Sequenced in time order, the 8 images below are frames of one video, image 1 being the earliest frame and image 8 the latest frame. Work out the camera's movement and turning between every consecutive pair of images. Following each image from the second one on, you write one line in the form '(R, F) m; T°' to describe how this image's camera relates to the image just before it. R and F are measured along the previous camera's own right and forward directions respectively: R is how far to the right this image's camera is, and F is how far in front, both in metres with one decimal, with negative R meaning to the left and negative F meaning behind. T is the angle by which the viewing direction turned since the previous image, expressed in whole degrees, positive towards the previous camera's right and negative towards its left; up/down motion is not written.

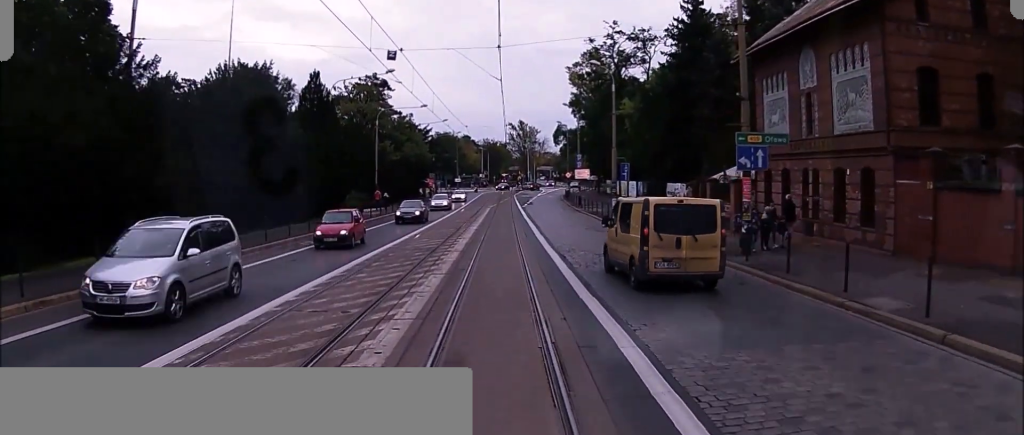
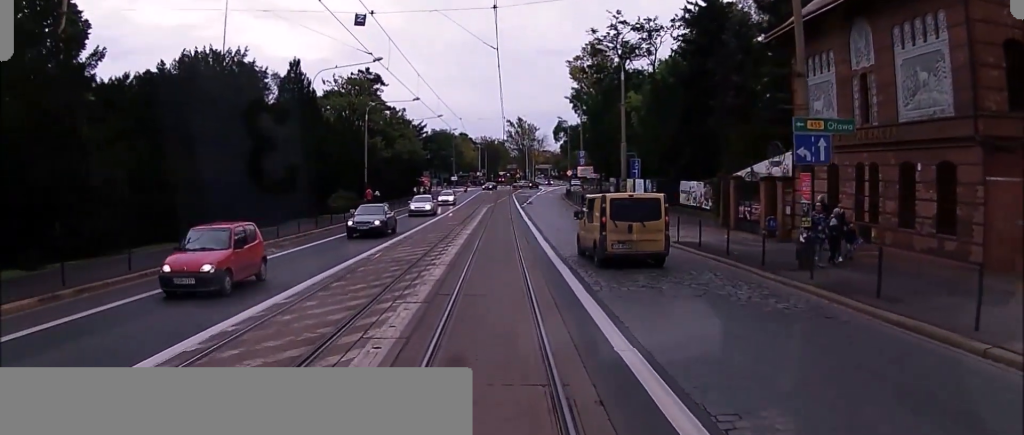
(0.0, +3.8) m; +1°
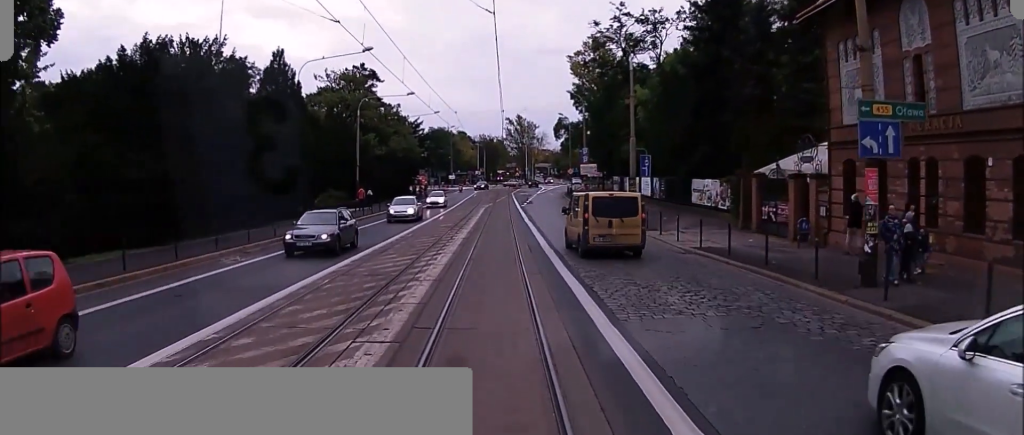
(0.0, +2.6) m; +1°
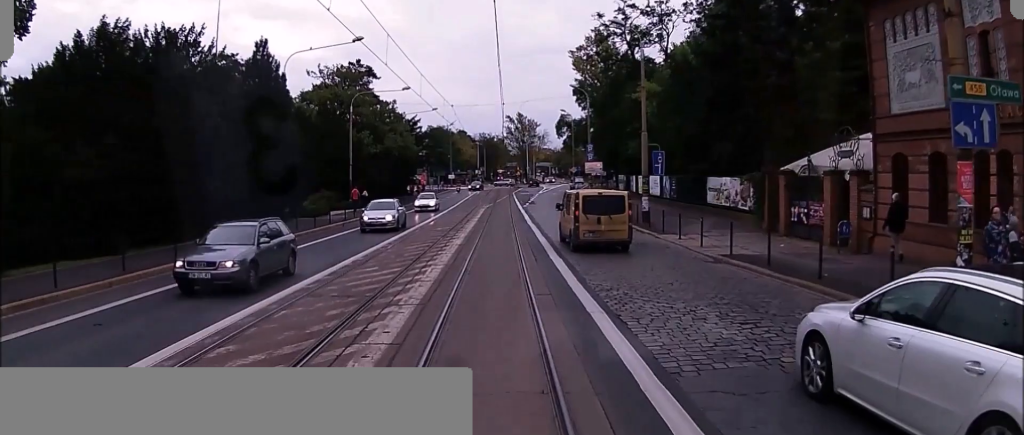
(0.0, +2.6) m; 0°
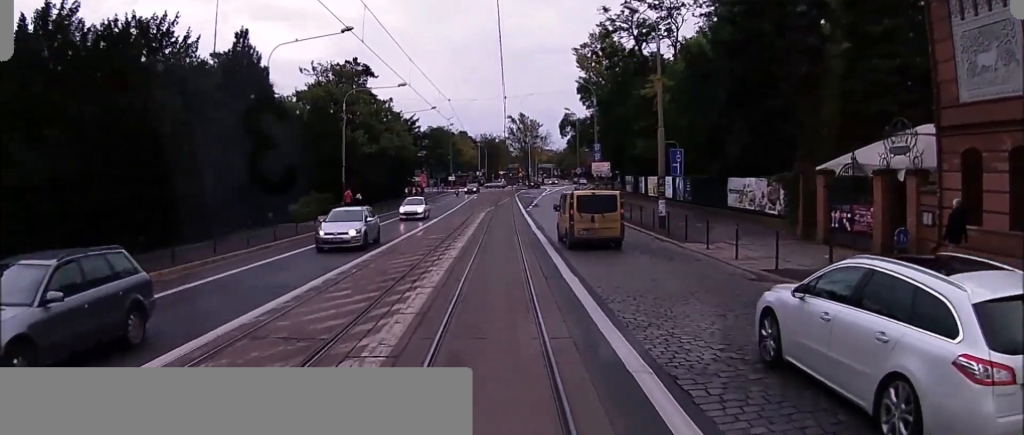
(0.0, +2.6) m; 0°
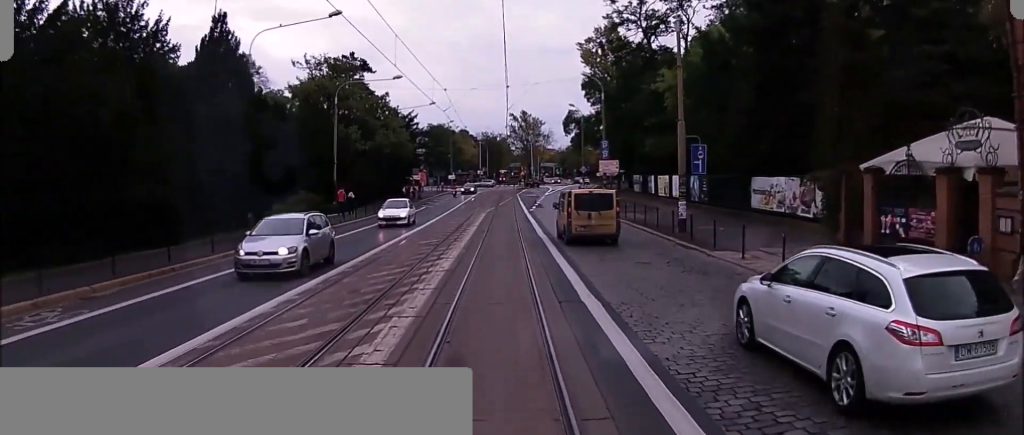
(0.0, +2.9) m; 0°
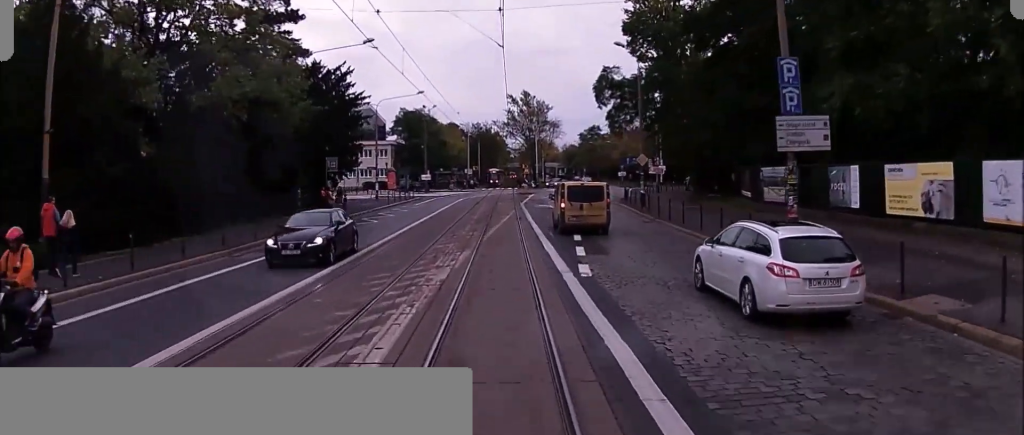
(-0.5, +31.6) m; -1°
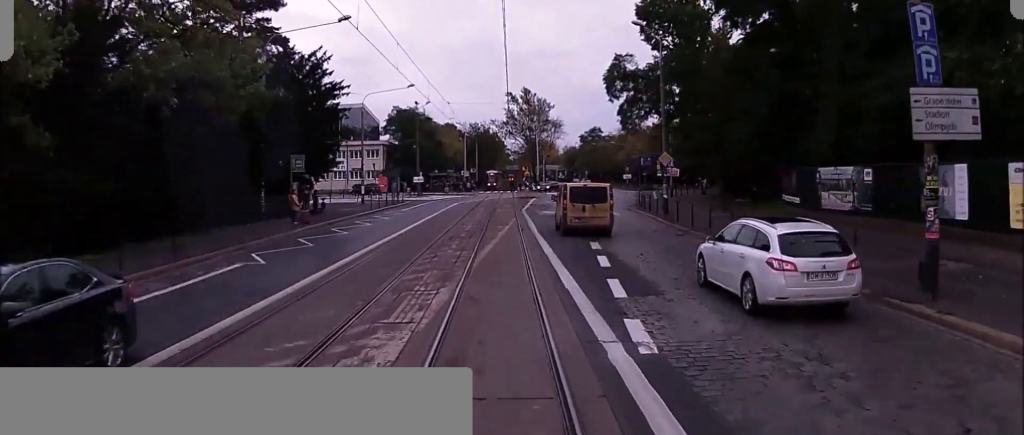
(0.0, +6.6) m; -1°
